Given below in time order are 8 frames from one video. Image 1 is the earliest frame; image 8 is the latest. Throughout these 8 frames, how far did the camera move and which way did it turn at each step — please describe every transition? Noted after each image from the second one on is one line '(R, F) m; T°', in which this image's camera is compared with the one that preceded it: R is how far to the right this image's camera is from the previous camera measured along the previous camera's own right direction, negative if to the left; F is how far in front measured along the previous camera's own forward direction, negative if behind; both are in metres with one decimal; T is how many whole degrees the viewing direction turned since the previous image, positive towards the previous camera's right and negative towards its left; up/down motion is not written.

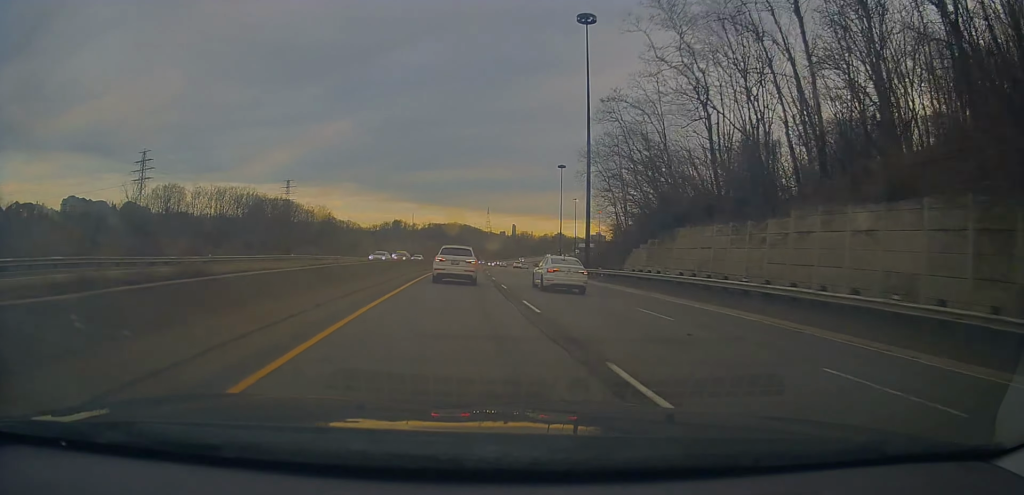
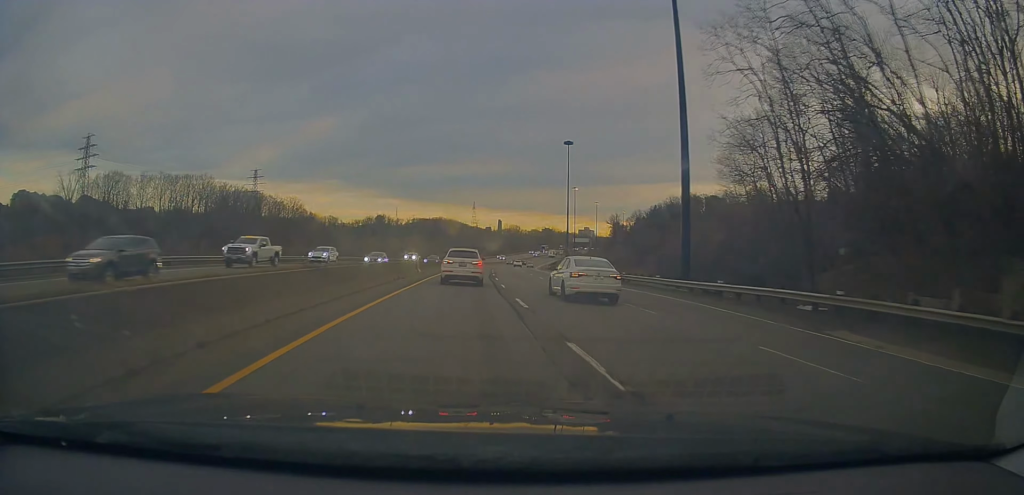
(+0.4, +35.0) m; +2°
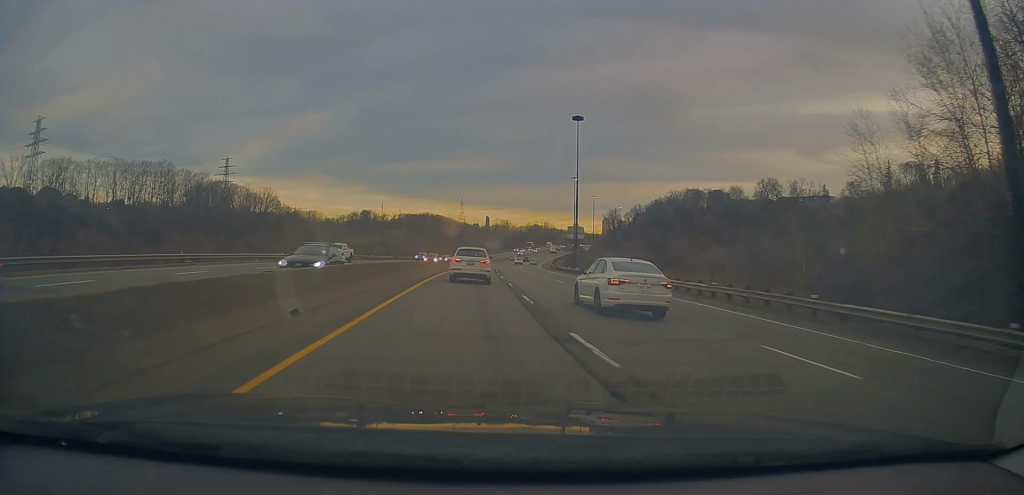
(+0.5, +26.3) m; +1°
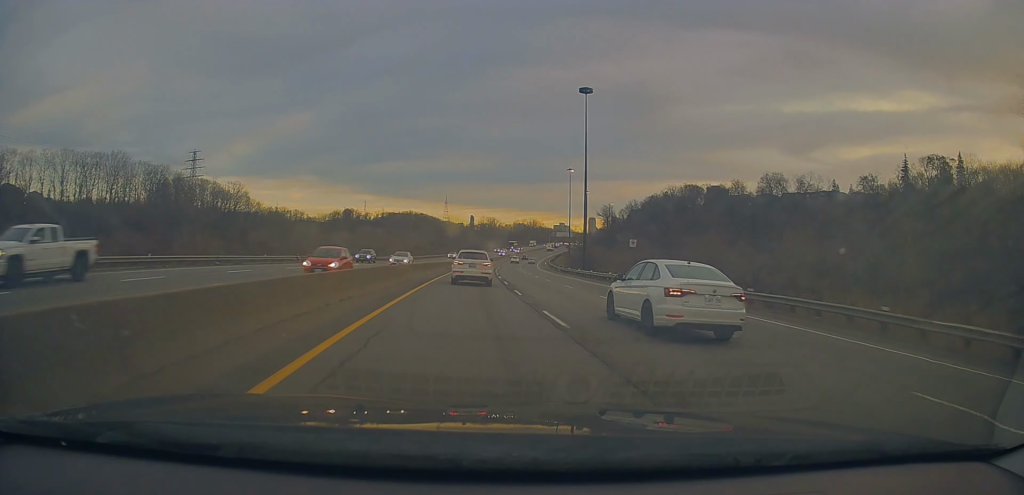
(+0.2, +22.7) m; +1°
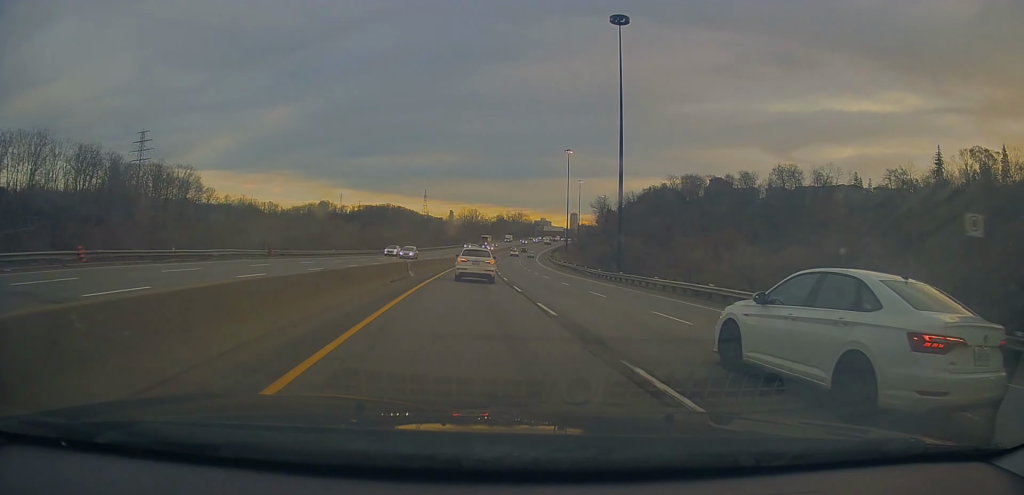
(+0.4, +34.3) m; +2°
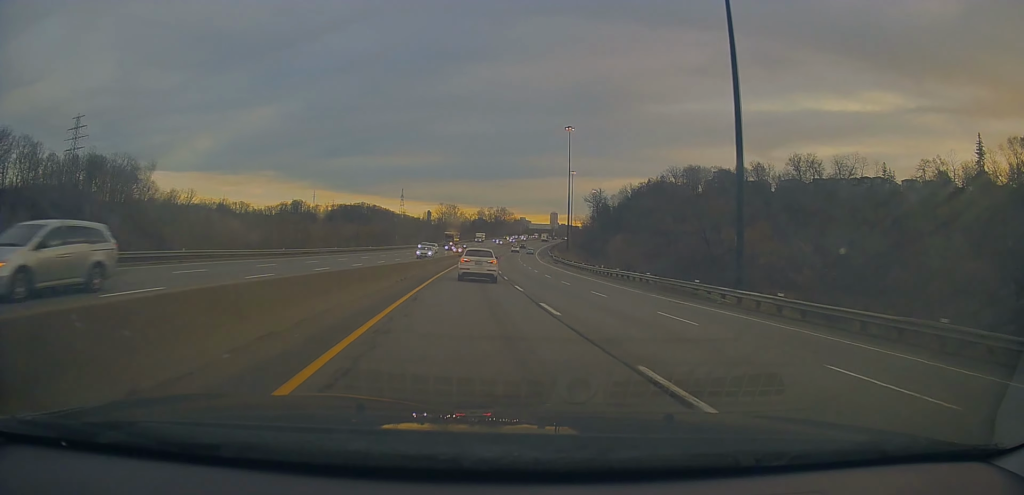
(+0.8, +36.1) m; +2°
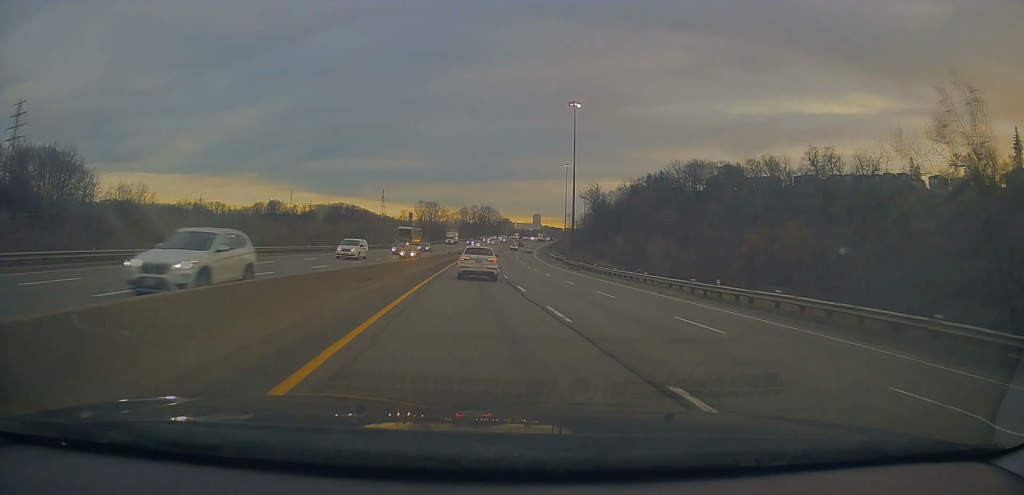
(+0.5, +28.4) m; +2°
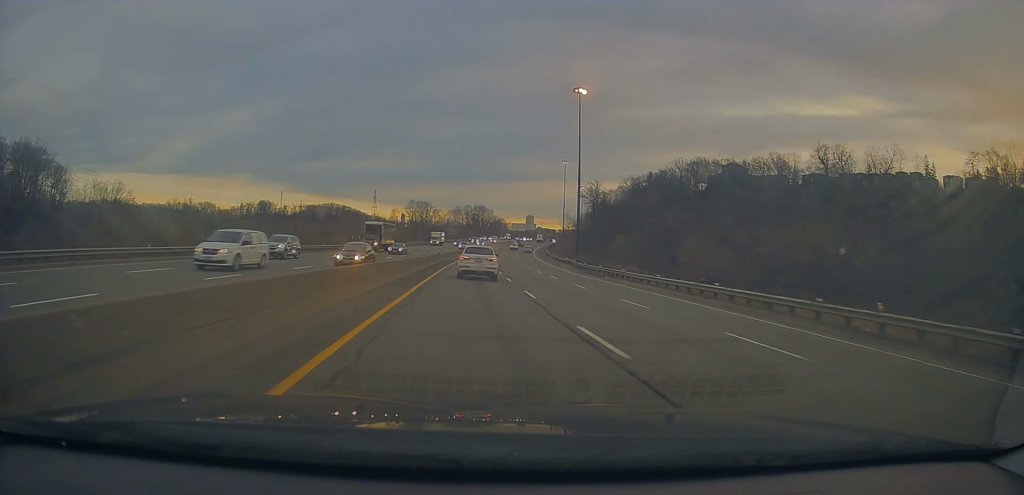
(+0.1, +12.8) m; +1°
